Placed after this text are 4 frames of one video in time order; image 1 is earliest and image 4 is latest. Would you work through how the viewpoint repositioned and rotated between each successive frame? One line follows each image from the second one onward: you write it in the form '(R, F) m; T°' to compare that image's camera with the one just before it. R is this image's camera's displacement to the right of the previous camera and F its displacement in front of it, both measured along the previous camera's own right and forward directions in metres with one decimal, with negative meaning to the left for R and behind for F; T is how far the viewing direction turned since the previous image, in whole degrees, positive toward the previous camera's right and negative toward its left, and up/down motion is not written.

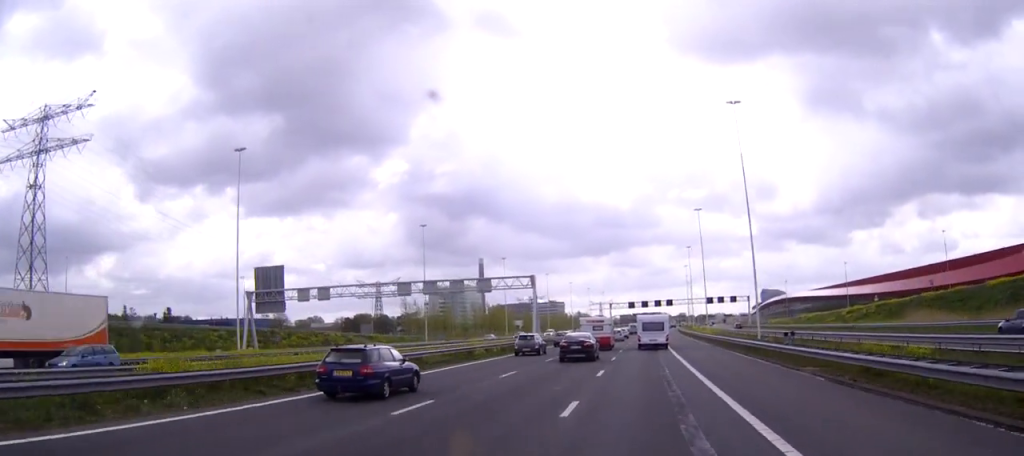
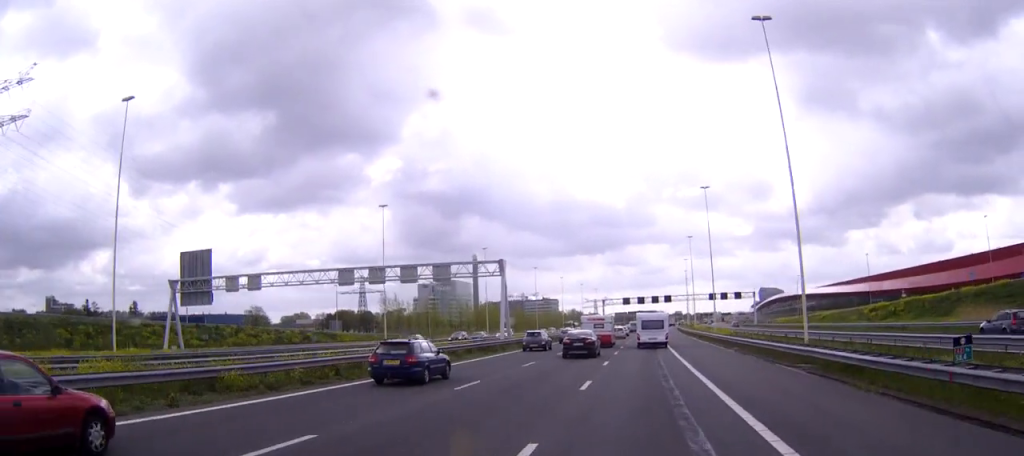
(0.0, +18.3) m; 0°
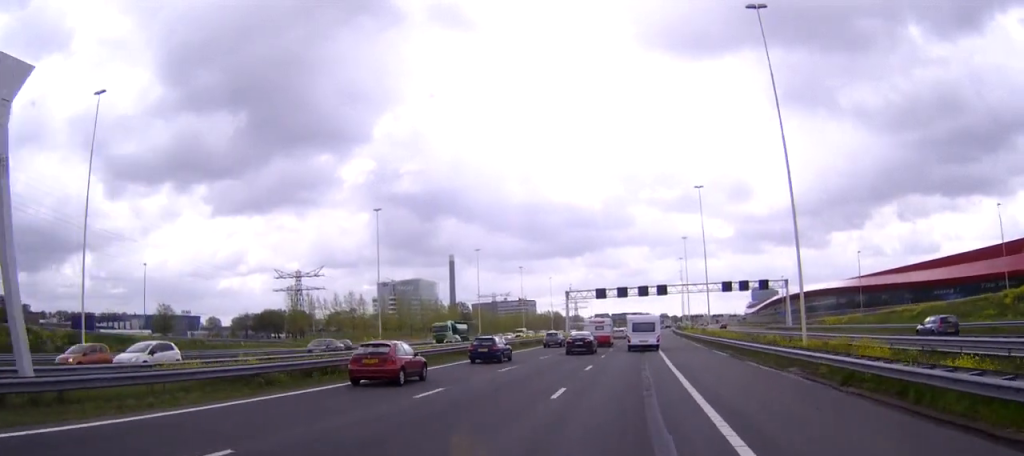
(+0.6, +61.2) m; +1°
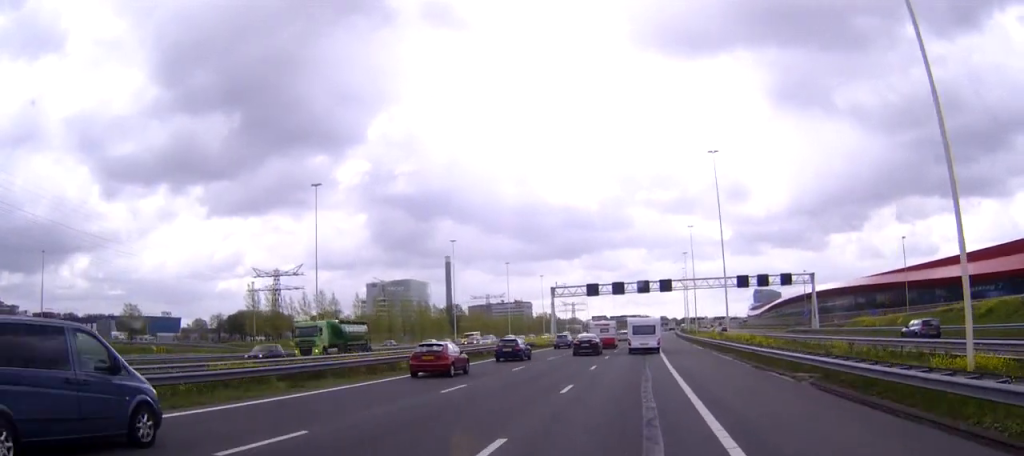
(0.0, +21.3) m; 0°
